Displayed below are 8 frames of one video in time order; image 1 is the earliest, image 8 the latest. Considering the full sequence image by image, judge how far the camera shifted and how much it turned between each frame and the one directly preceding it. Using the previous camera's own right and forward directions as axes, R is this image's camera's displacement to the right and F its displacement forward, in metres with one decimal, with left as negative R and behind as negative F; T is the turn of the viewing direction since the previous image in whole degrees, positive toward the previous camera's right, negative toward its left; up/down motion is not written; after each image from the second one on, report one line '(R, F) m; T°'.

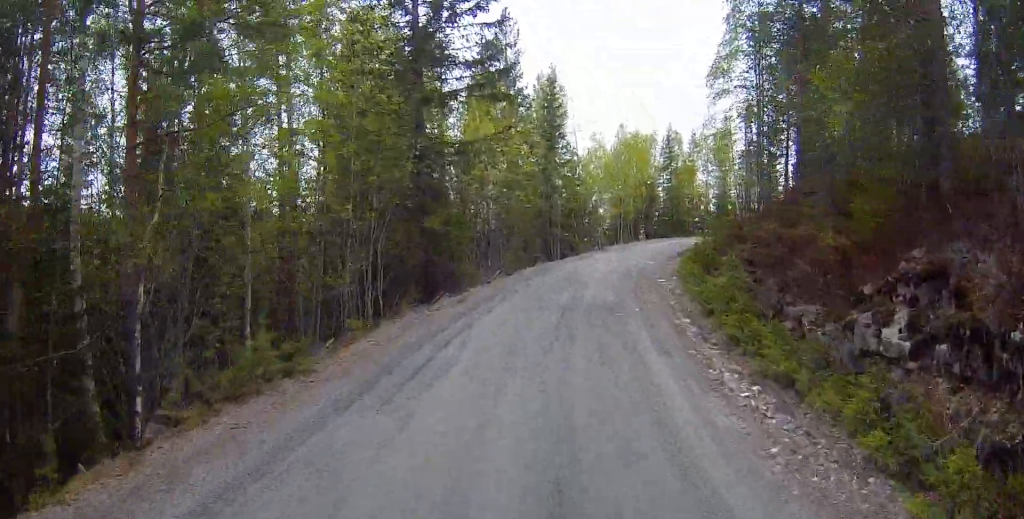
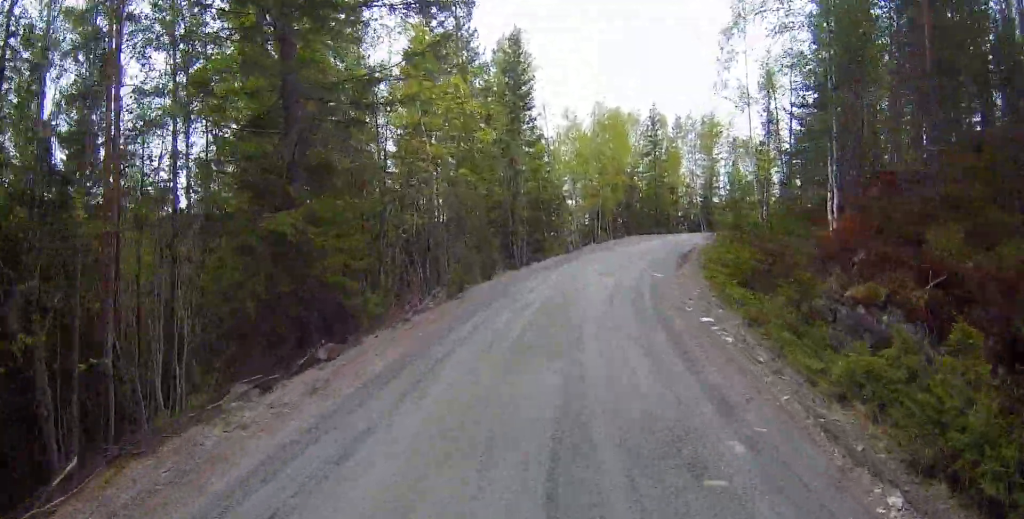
(+0.2, +8.5) m; +4°
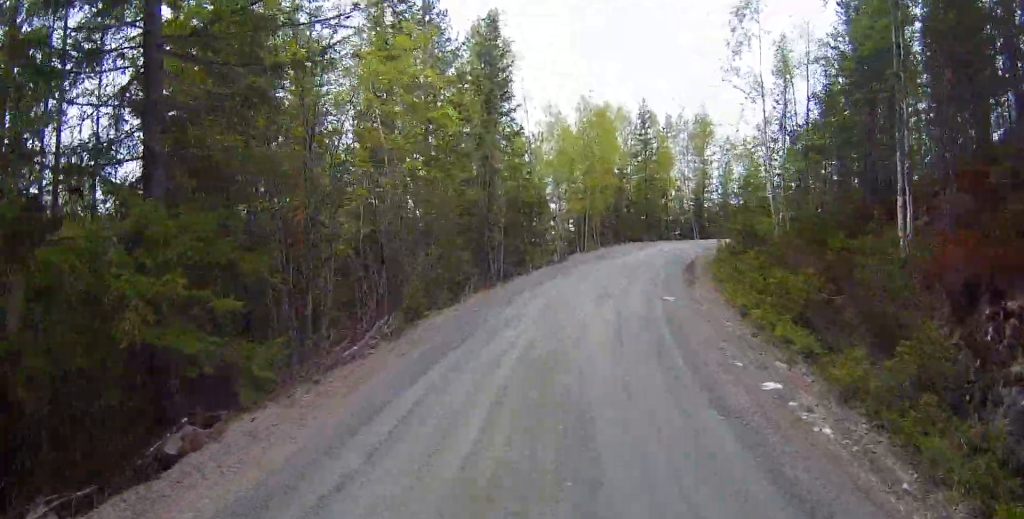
(0.0, +4.1) m; +2°
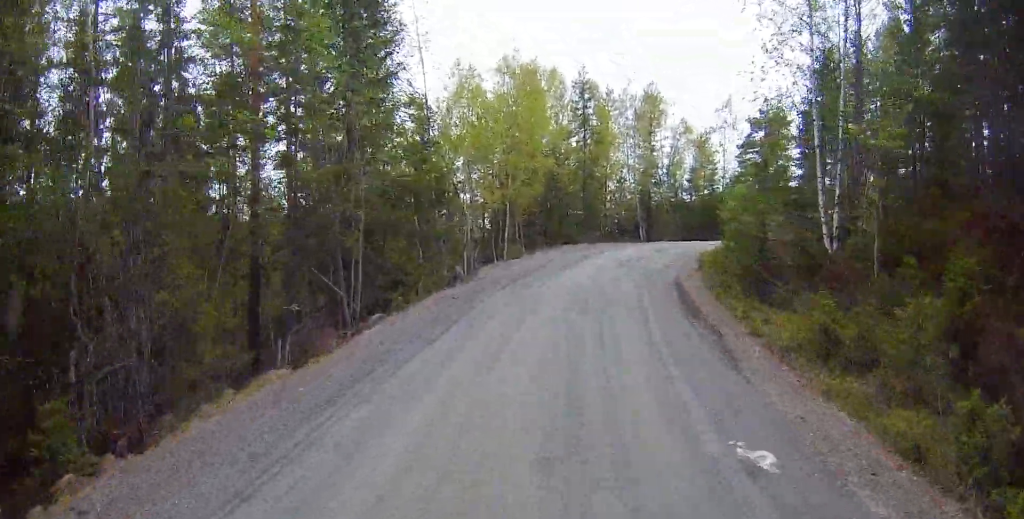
(+0.7, +10.2) m; +7°
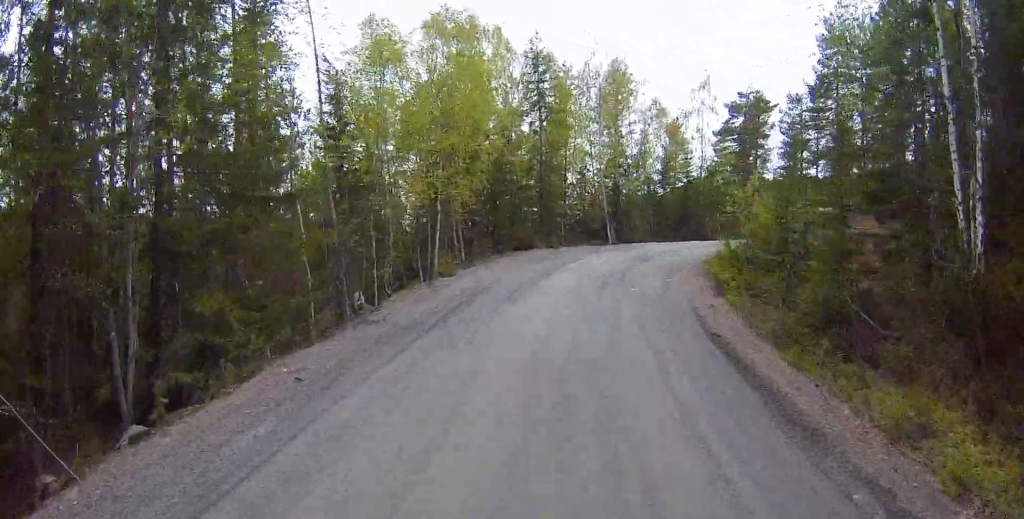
(+0.4, +7.1) m; +4°
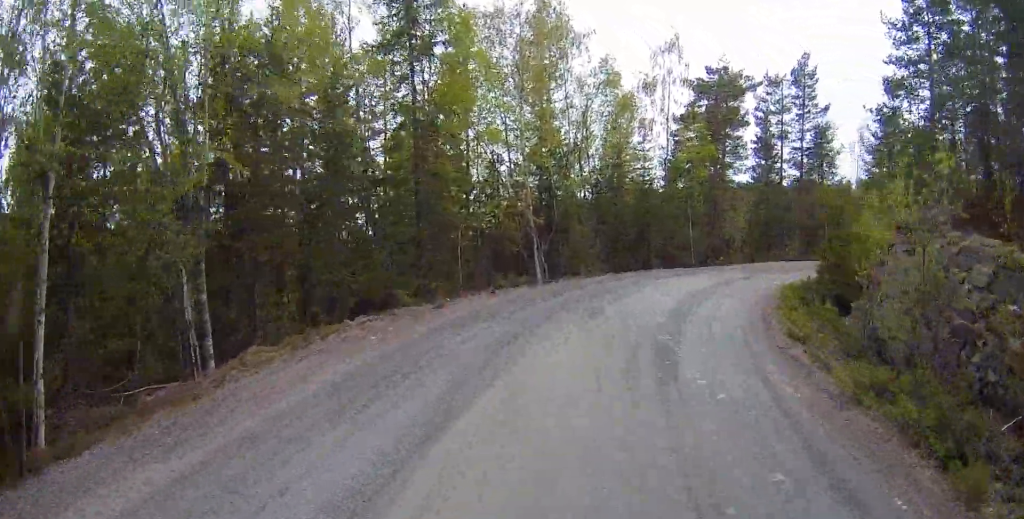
(+1.1, +14.1) m; +14°
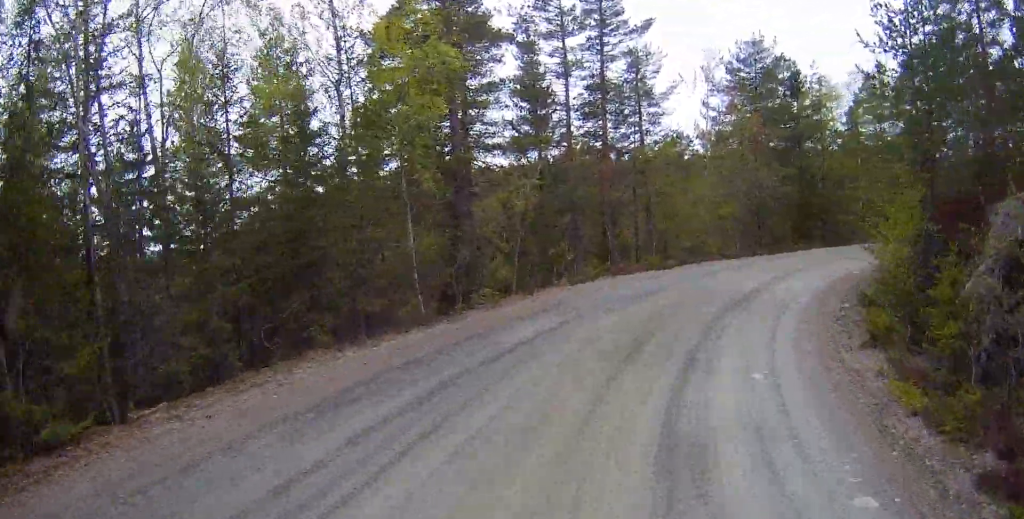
(+2.5, +18.7) m; +10°
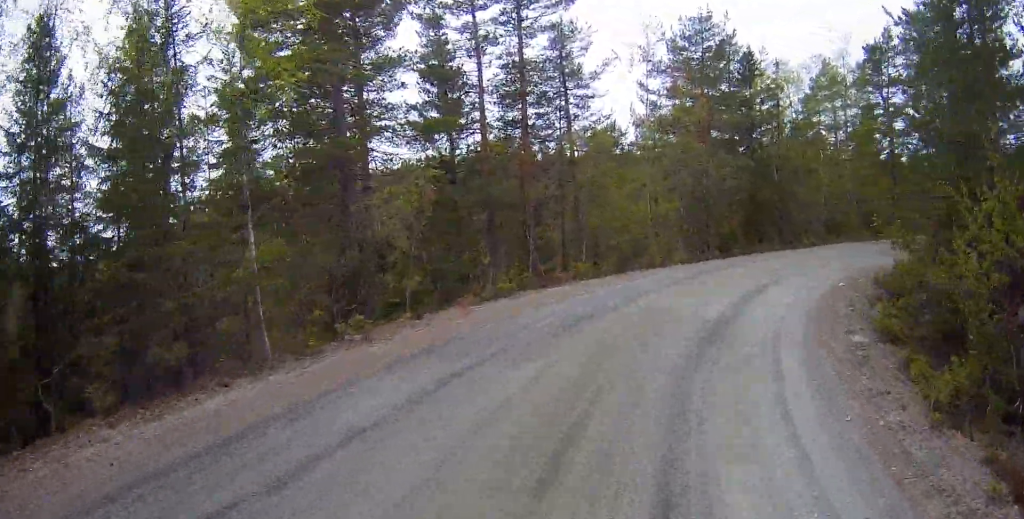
(-0.2, +4.1) m; +6°
